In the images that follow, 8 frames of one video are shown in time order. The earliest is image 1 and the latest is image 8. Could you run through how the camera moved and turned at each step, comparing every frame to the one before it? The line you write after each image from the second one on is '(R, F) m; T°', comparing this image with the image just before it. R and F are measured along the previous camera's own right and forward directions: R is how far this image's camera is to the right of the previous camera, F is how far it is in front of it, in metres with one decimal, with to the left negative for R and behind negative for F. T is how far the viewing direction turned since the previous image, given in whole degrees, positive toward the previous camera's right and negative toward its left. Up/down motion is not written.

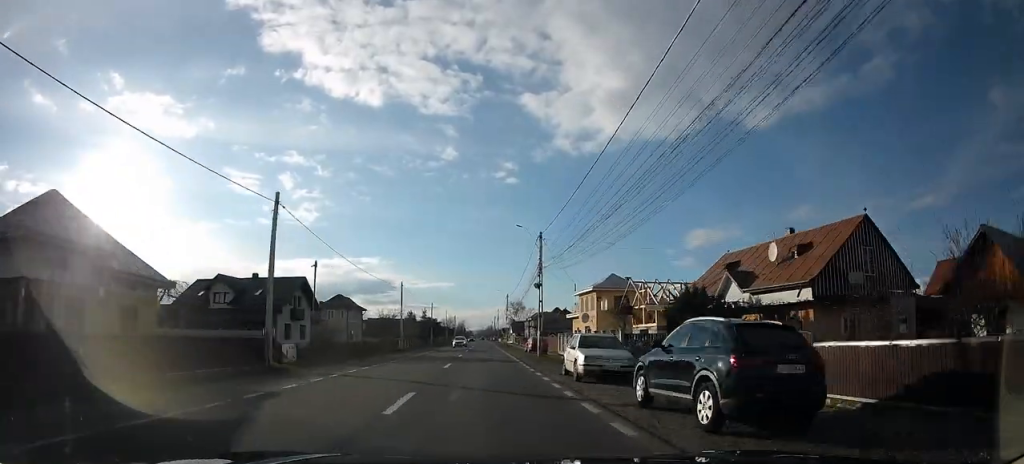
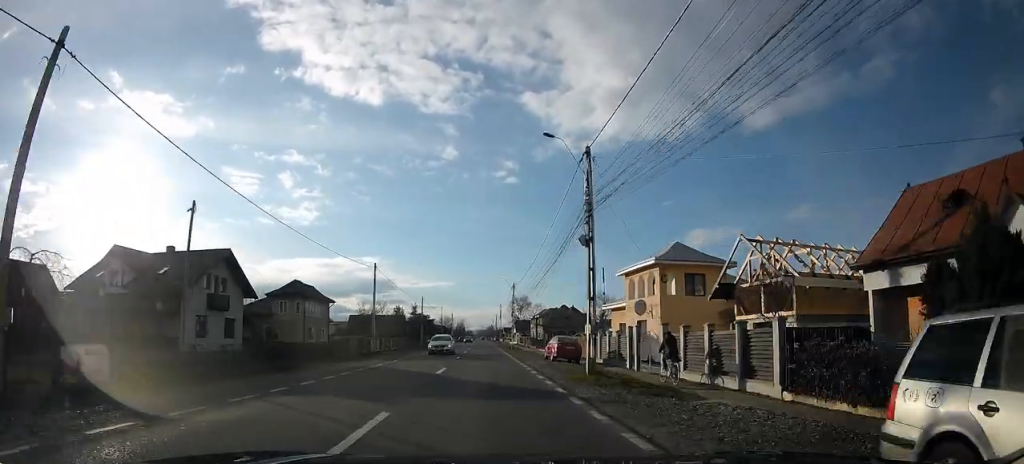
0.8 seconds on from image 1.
(-0.2, +14.7) m; -1°
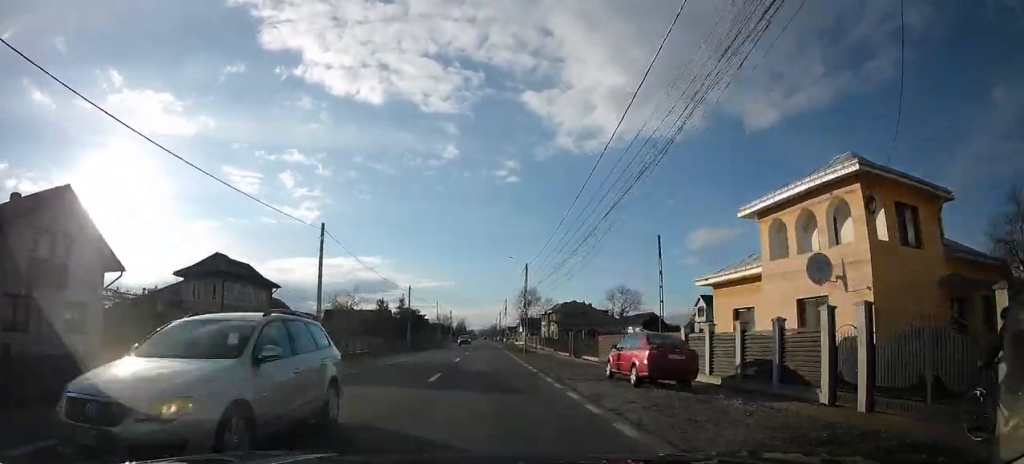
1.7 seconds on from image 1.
(-0.1, +15.4) m; 0°
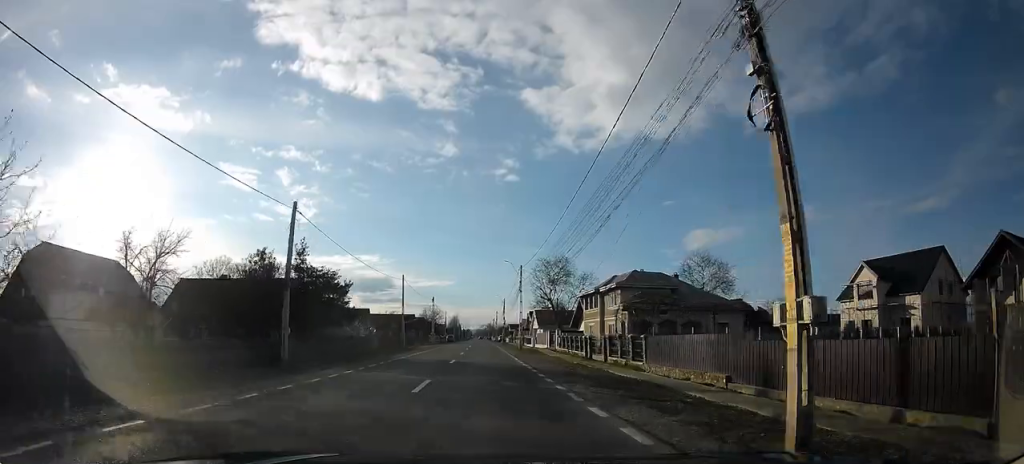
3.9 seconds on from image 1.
(-0.7, +38.8) m; -1°
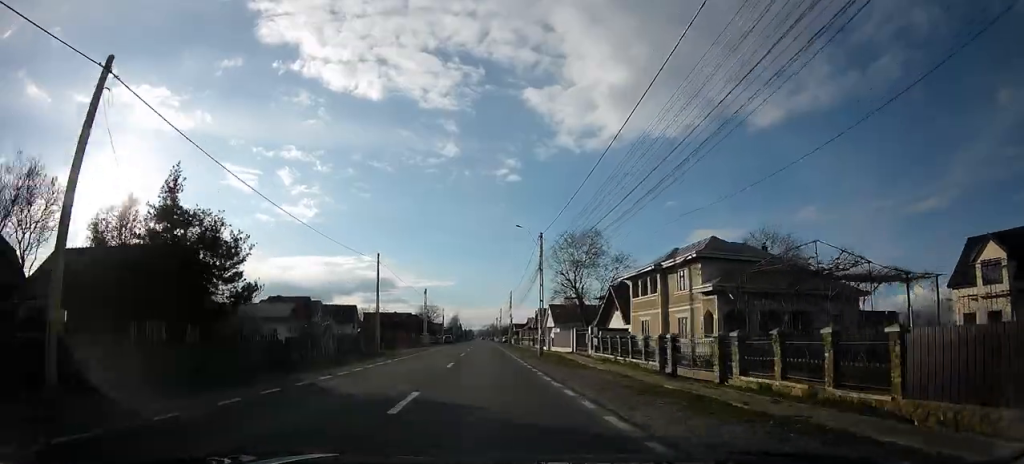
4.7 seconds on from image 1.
(+0.2, +14.7) m; +1°
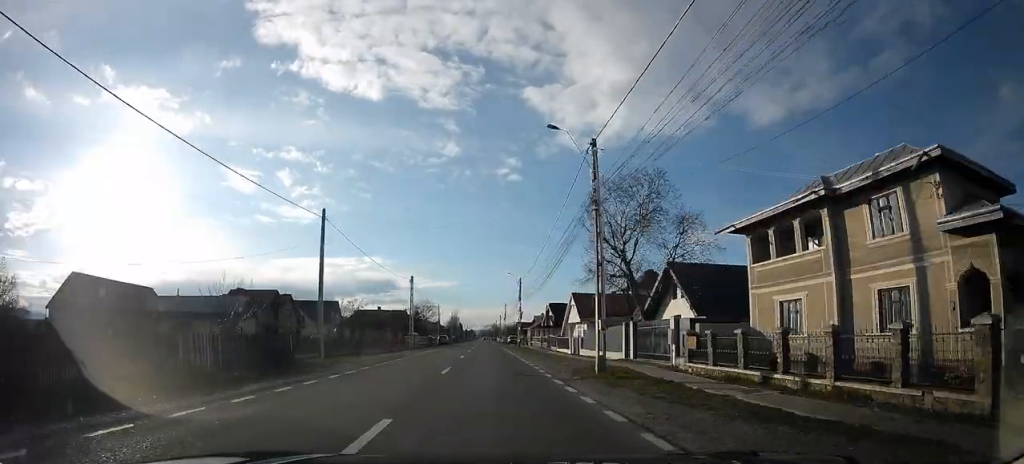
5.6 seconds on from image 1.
(0.0, +15.2) m; 0°
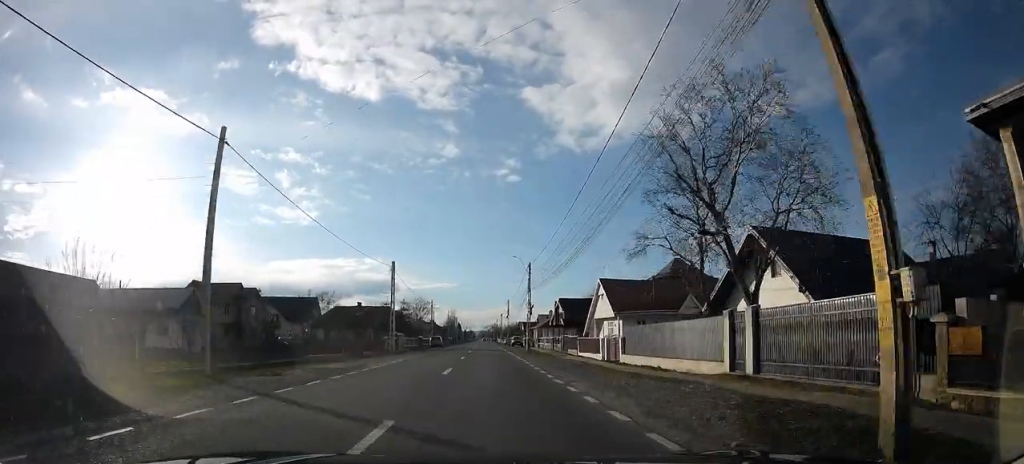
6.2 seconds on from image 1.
(0.0, +11.6) m; 0°
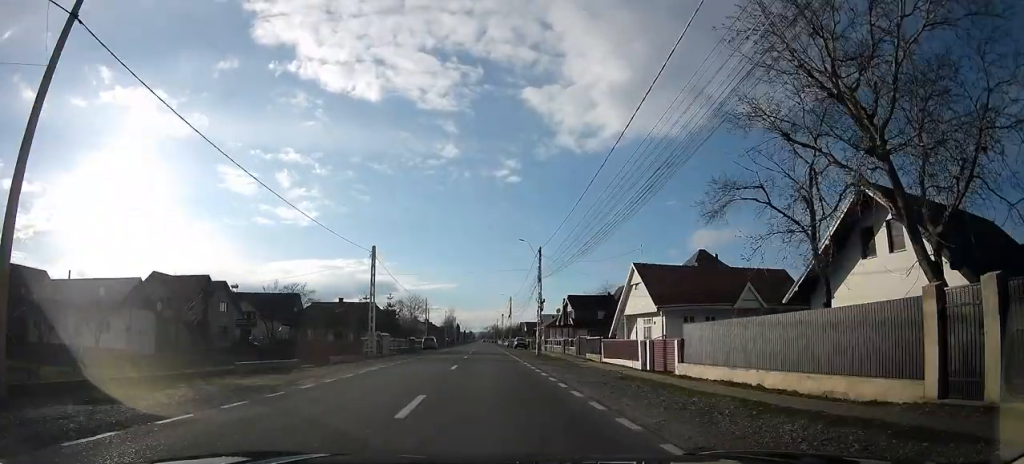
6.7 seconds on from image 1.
(0.0, +8.2) m; 0°
